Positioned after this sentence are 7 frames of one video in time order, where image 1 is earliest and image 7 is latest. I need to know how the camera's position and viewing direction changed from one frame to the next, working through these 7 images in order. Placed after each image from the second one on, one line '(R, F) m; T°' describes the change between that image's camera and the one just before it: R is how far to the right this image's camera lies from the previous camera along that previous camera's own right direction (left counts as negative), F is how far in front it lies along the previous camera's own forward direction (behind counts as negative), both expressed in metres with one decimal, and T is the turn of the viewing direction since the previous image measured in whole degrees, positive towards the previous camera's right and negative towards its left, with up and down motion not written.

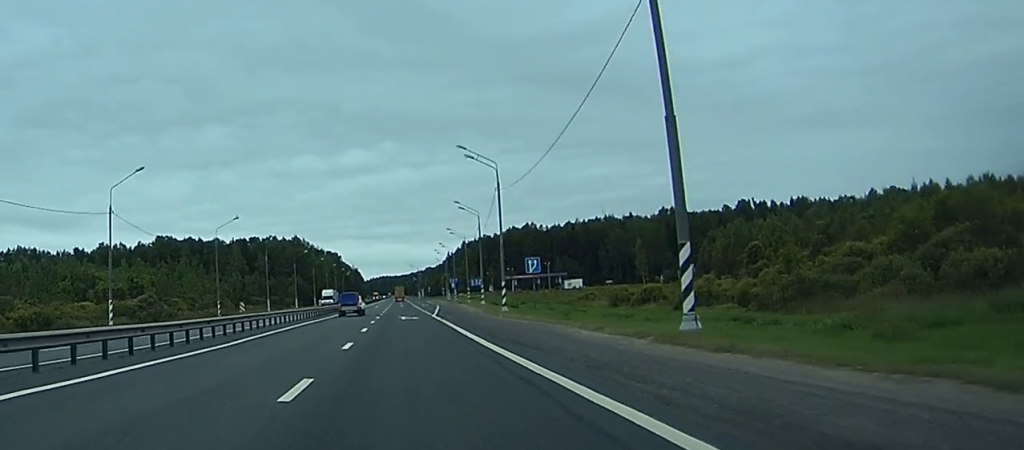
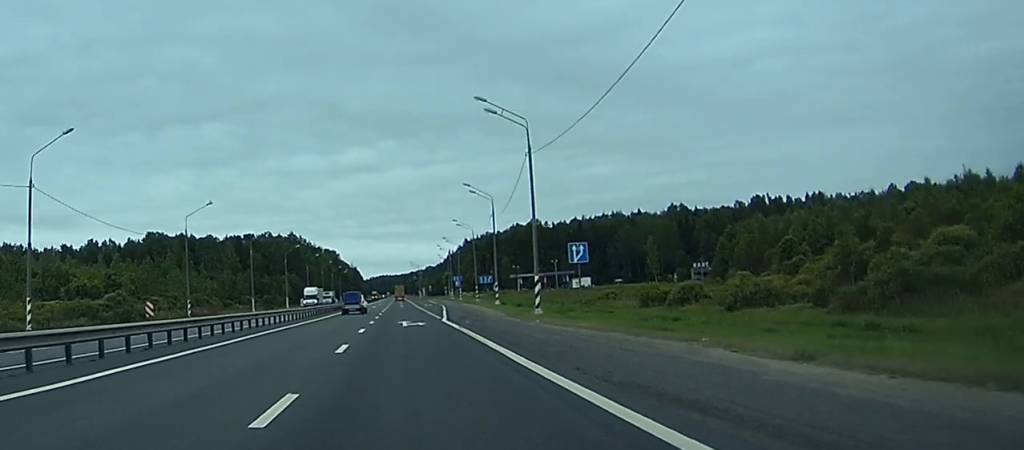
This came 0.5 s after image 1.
(0.0, +14.2) m; 0°
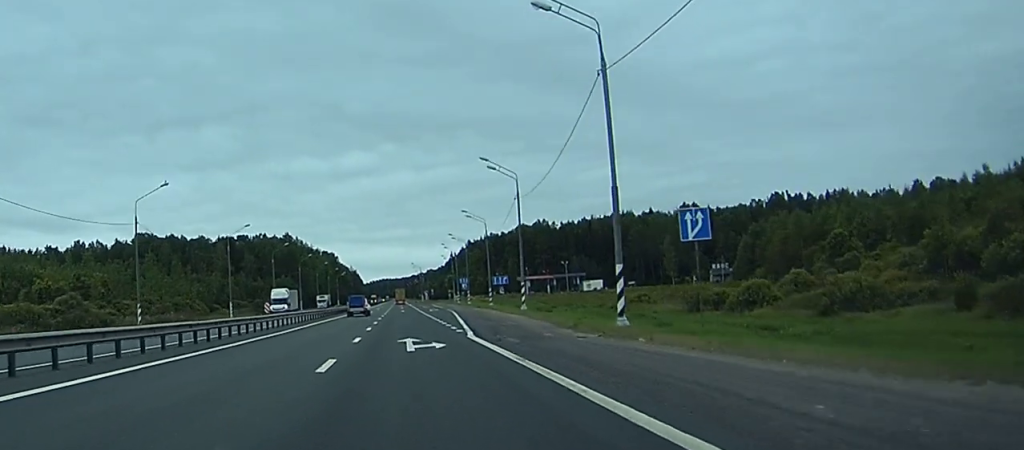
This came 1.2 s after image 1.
(0.0, +16.9) m; 0°
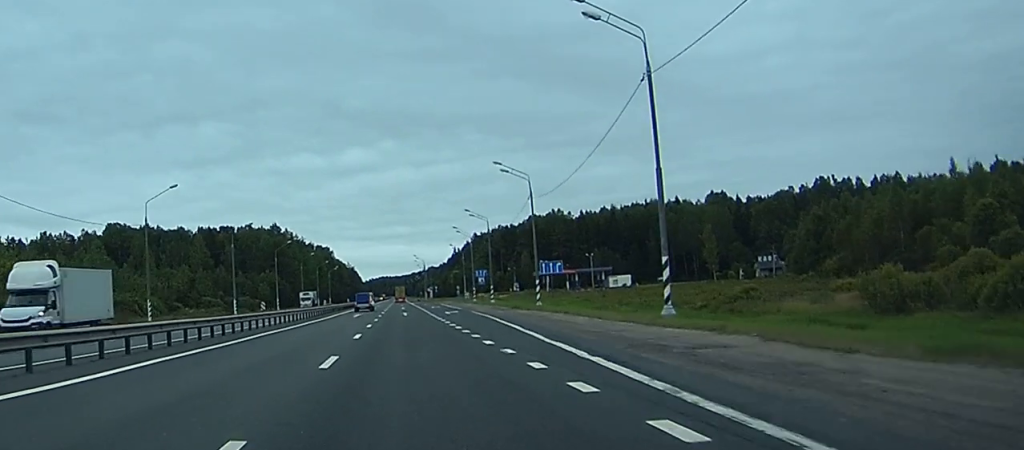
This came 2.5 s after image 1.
(0.0, +35.4) m; 0°
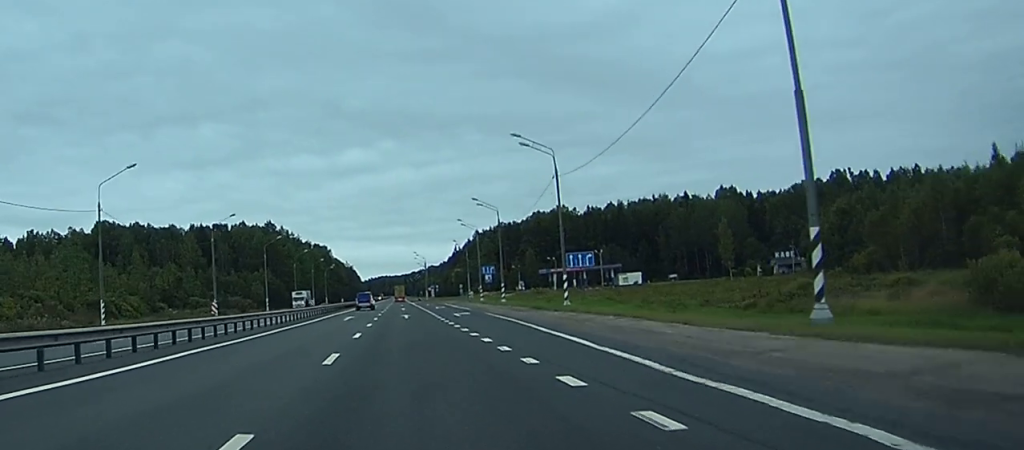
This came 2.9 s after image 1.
(0.0, +11.4) m; 0°
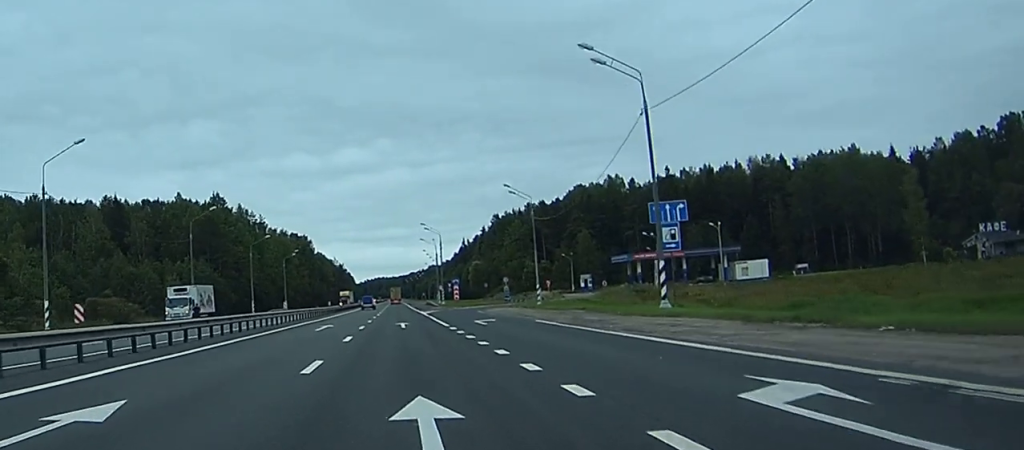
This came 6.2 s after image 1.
(-0.3, +83.4) m; 0°
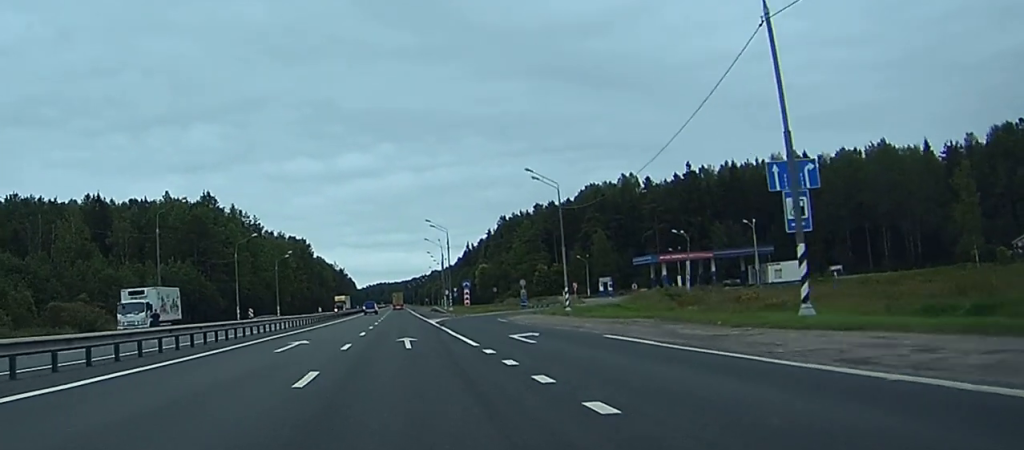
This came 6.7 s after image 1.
(0.0, +12.6) m; 0°
